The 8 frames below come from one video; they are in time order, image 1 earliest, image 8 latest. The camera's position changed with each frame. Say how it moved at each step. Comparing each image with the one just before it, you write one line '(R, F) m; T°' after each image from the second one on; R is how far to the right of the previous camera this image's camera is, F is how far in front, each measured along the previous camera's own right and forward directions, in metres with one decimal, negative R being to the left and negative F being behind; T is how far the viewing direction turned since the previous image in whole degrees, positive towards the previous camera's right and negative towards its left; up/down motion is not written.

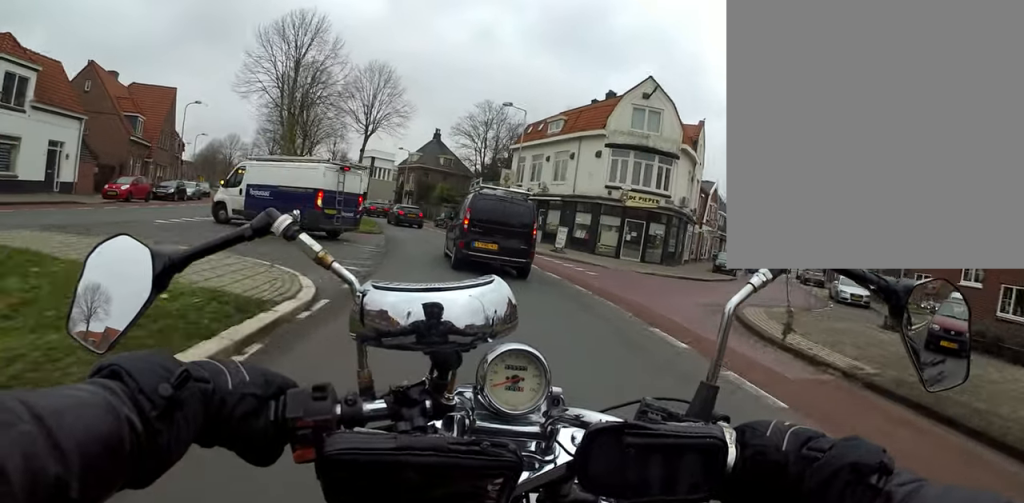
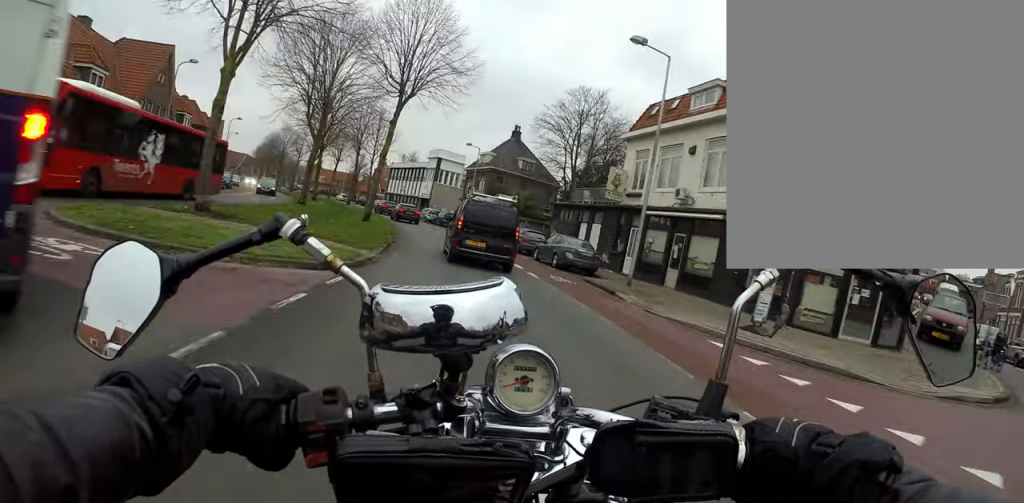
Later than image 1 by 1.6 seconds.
(-1.6, +17.9) m; -10°
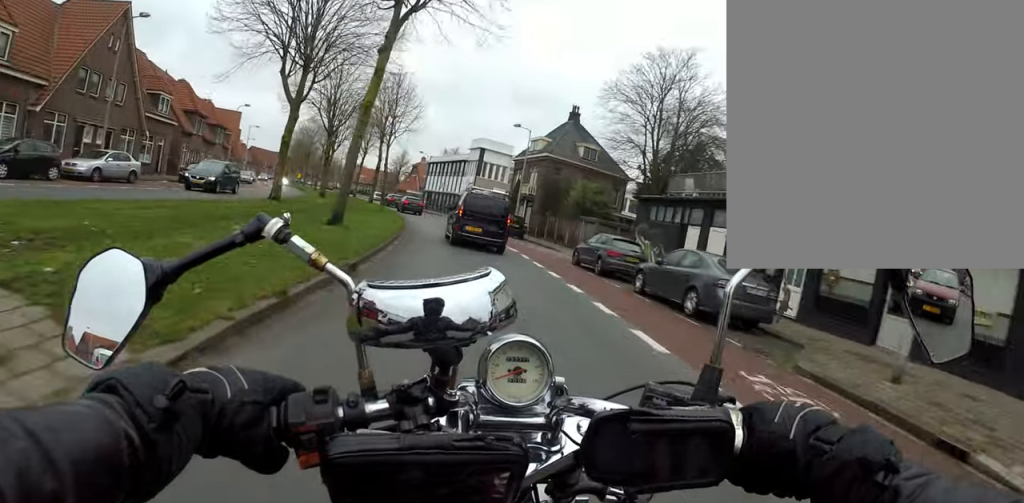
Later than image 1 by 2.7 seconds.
(-1.4, +13.6) m; -8°
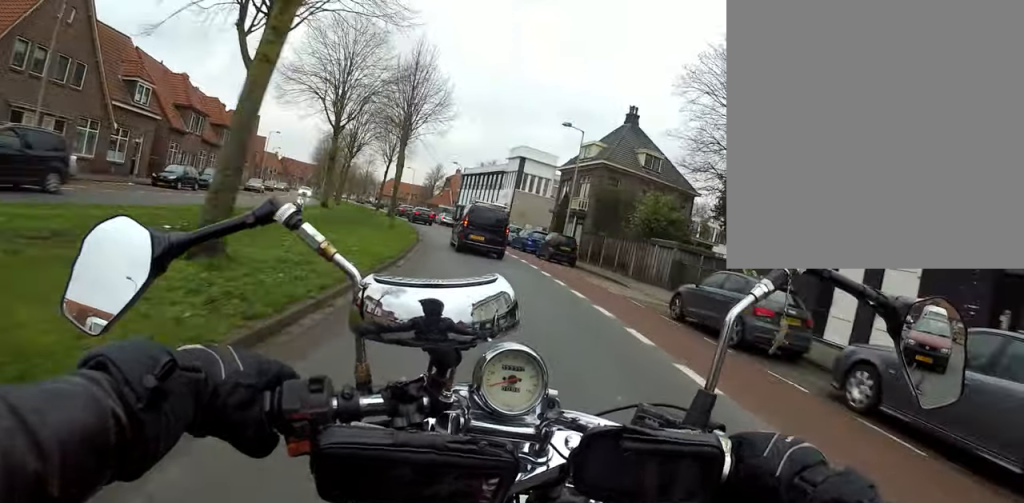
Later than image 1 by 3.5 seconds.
(-0.2, +9.9) m; 0°
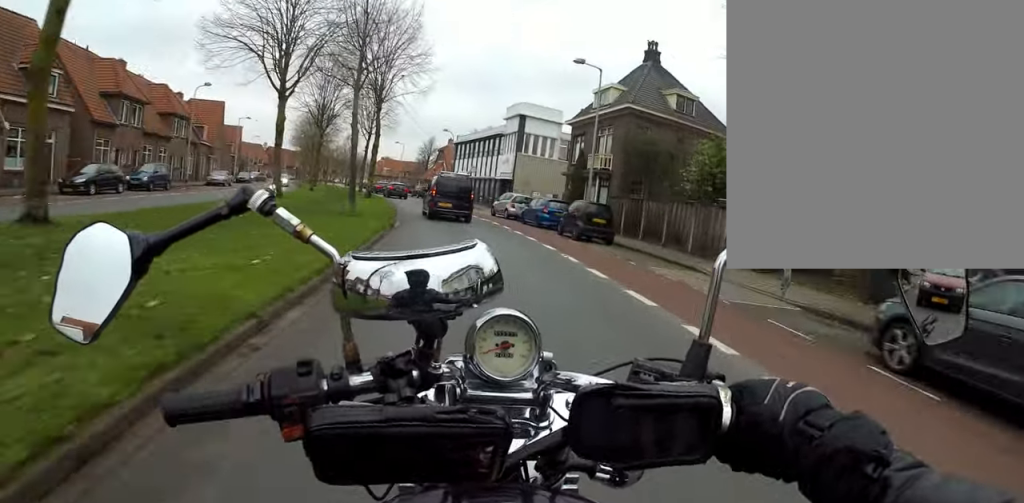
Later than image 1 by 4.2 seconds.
(+0.1, +9.1) m; +2°
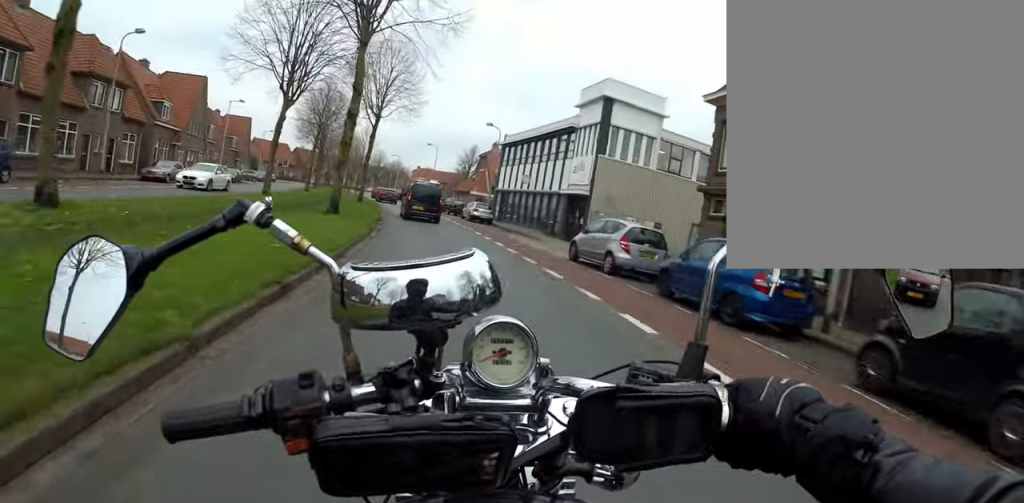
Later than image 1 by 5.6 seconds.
(+1.1, +20.3) m; 0°
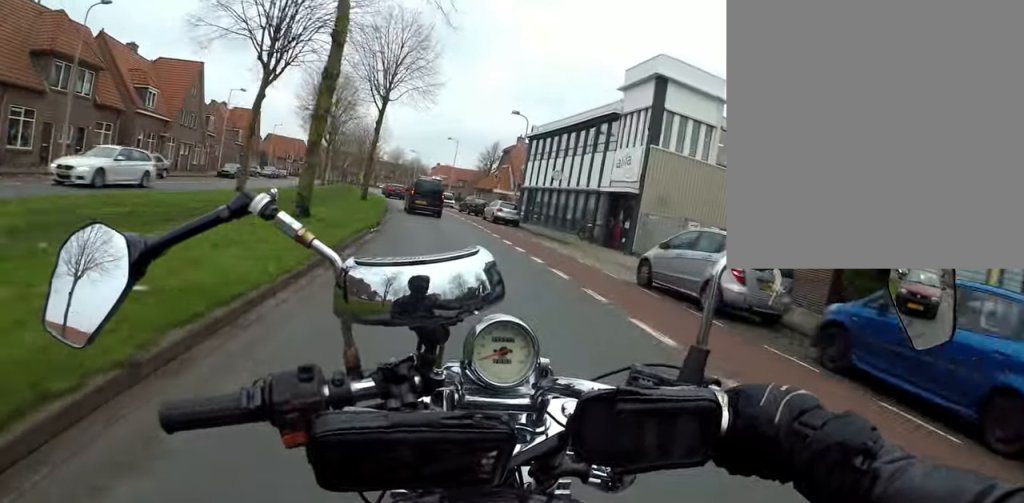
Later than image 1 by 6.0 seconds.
(-0.4, +6.3) m; +1°
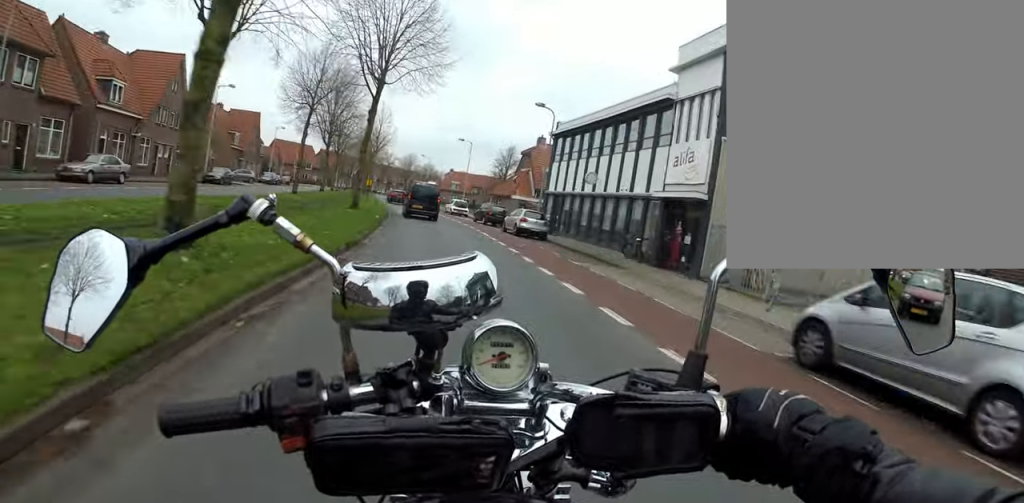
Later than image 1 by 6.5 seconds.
(-0.8, +6.9) m; +2°
